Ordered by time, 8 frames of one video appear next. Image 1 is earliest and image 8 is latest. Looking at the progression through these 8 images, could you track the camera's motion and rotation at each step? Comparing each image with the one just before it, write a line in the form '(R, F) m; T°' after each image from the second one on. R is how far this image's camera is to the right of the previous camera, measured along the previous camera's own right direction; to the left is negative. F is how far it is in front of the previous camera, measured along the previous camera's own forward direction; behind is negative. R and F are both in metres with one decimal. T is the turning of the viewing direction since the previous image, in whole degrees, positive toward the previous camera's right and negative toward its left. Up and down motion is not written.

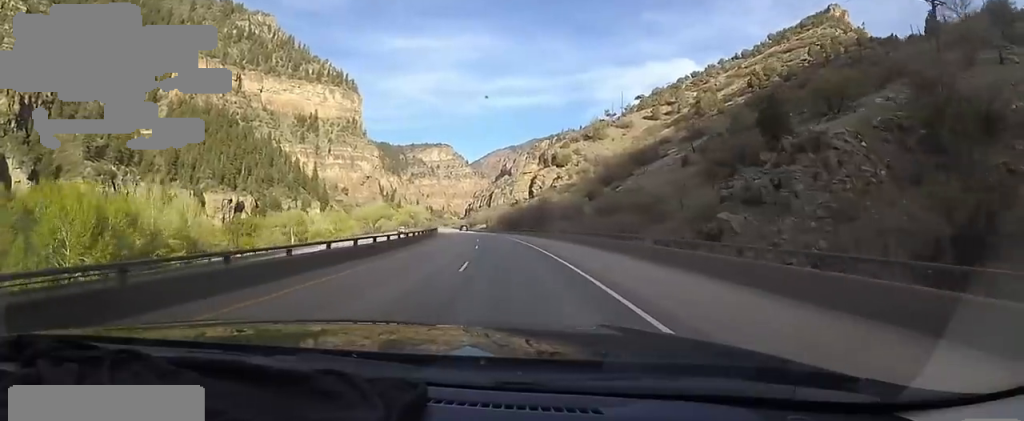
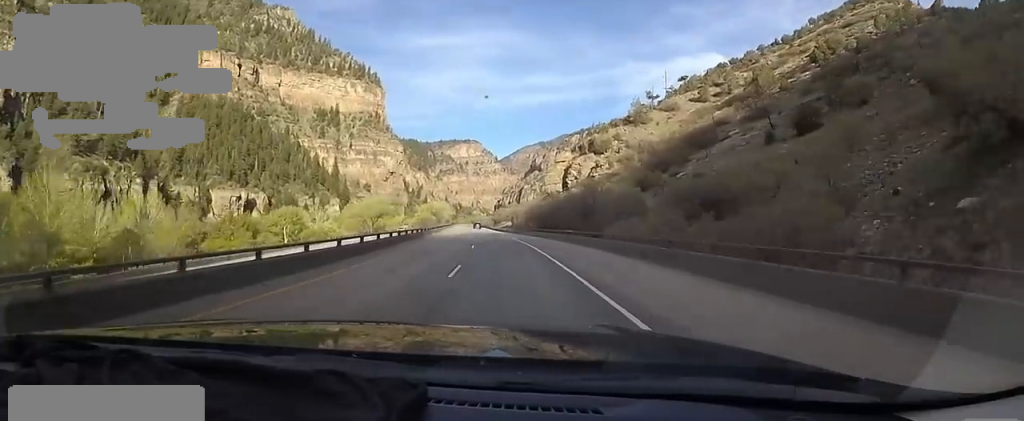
(-1.3, +26.4) m; -6°
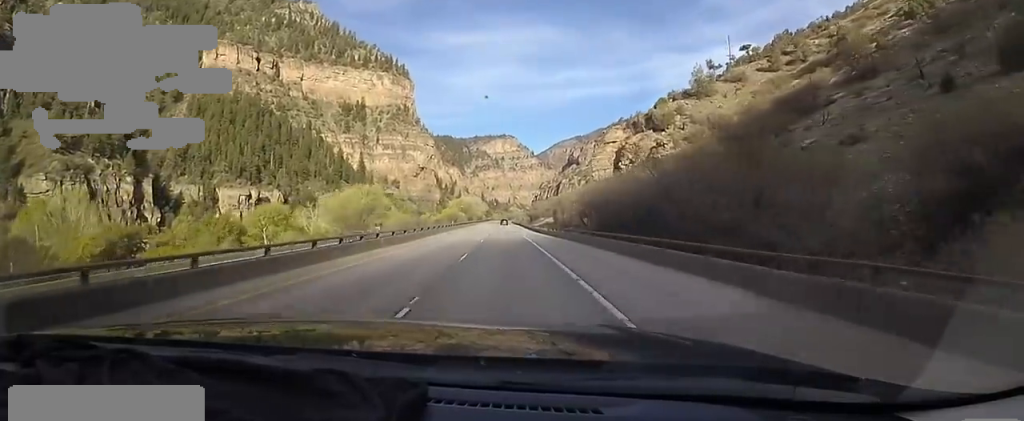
(-1.9, +32.0) m; -1°
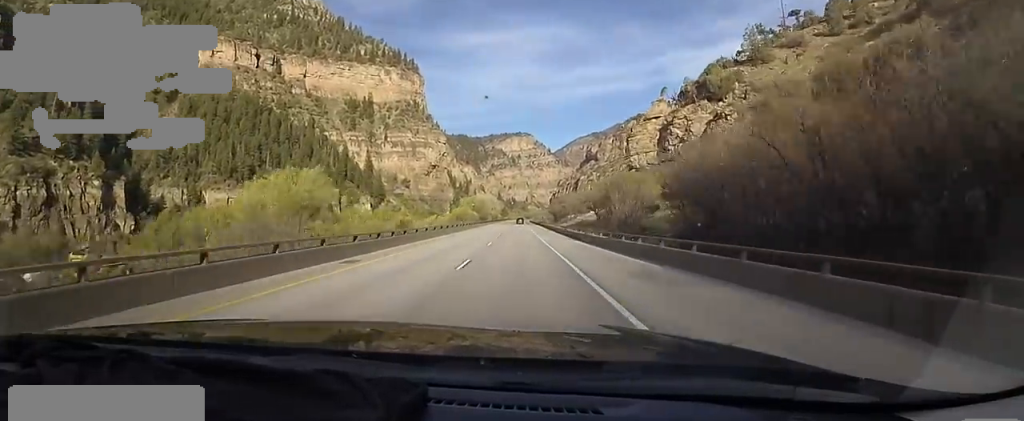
(+1.2, +28.6) m; -1°
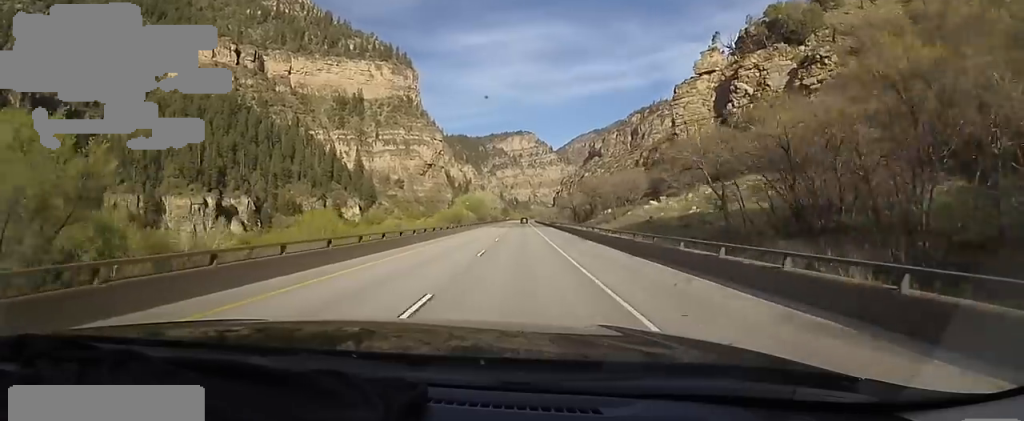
(-2.8, +32.1) m; -6°
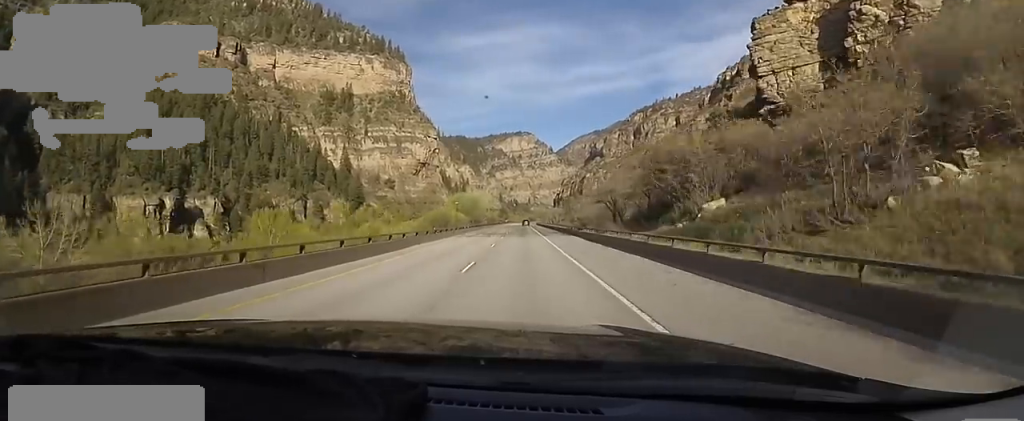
(0.0, +29.6) m; +2°
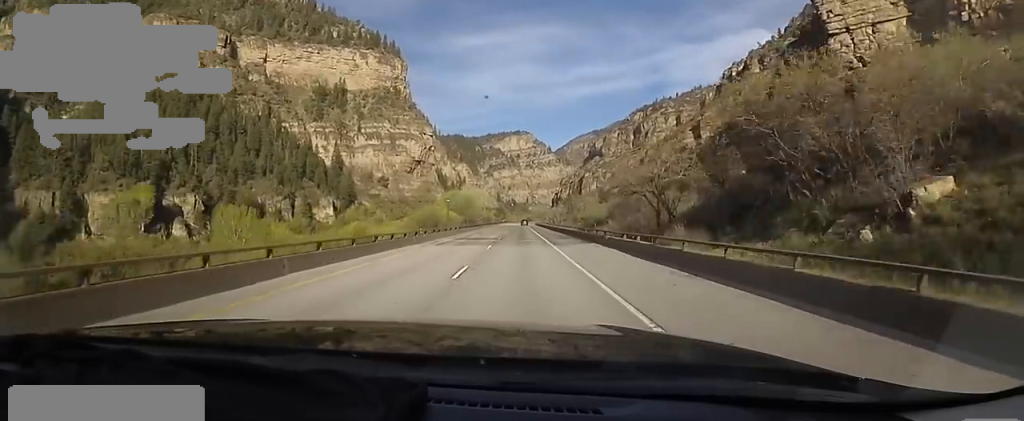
(+0.4, +13.5) m; +2°
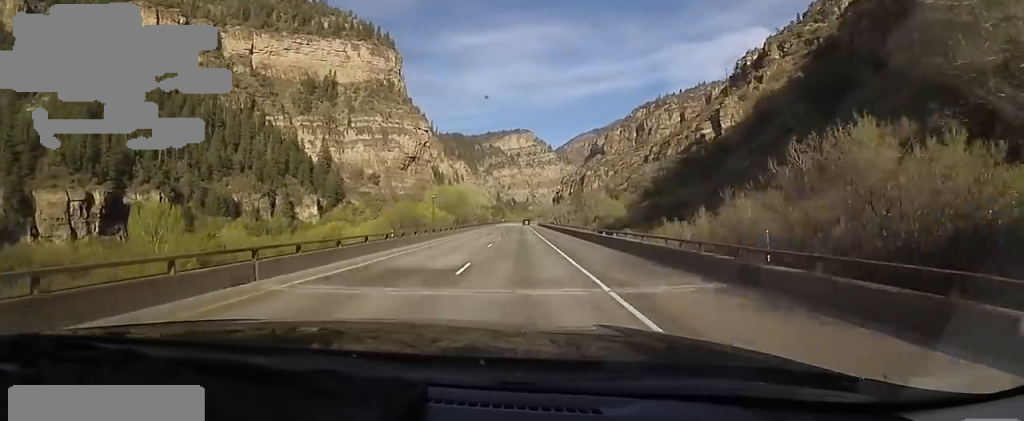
(-0.1, +23.6) m; 0°
